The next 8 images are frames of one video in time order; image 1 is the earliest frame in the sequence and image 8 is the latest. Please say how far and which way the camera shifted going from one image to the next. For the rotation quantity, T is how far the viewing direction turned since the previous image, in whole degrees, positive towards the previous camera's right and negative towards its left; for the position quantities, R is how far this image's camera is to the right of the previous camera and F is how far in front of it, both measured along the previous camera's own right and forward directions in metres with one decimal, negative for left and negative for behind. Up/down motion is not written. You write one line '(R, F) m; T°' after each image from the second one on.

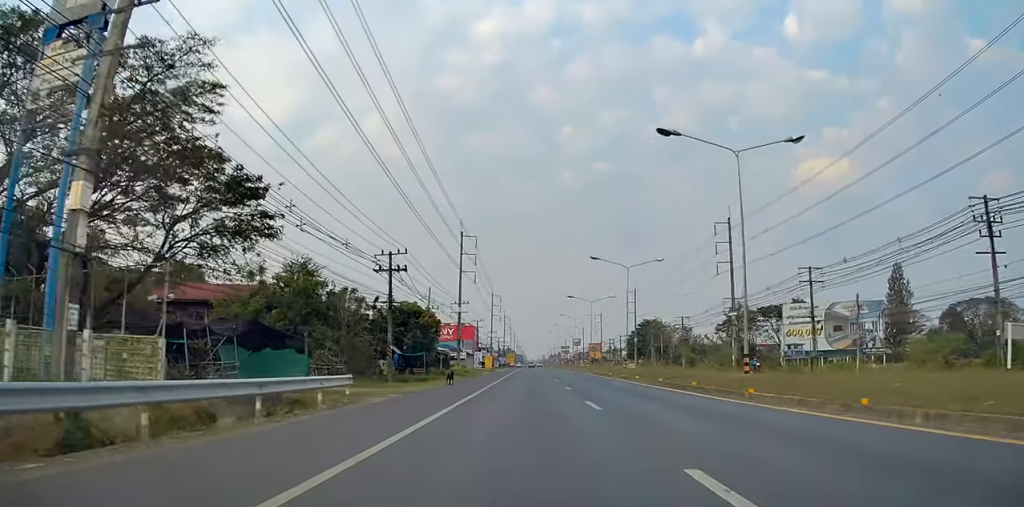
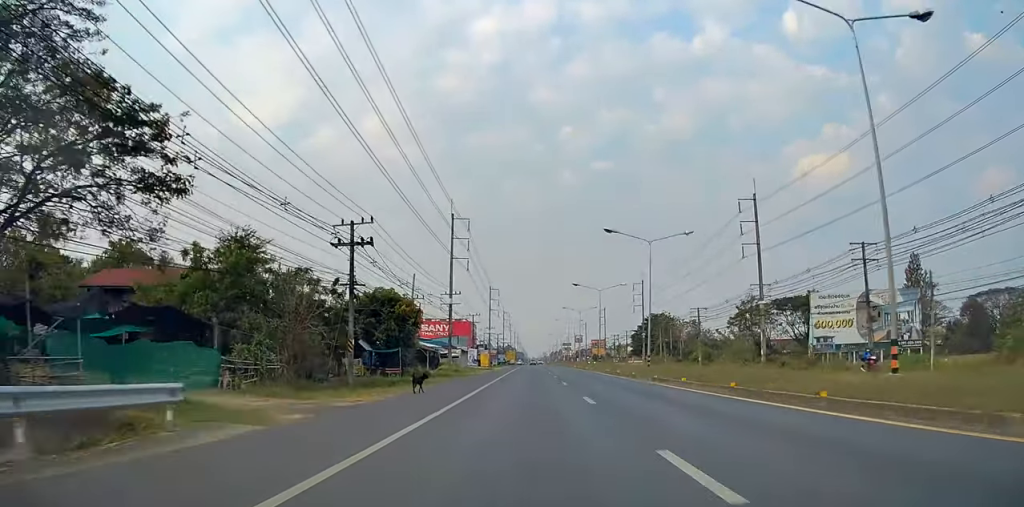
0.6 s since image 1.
(0.0, +10.3) m; 0°
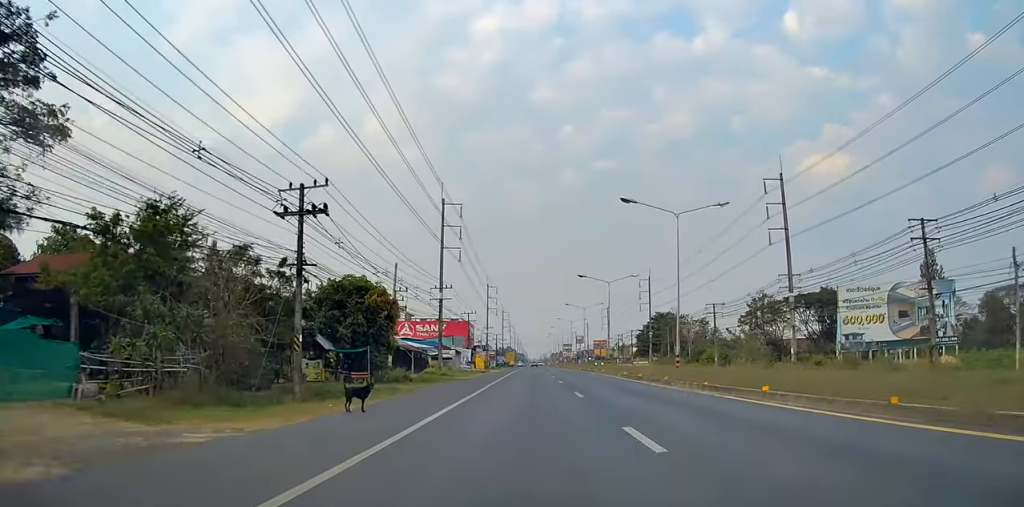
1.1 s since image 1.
(0.0, +8.9) m; 0°
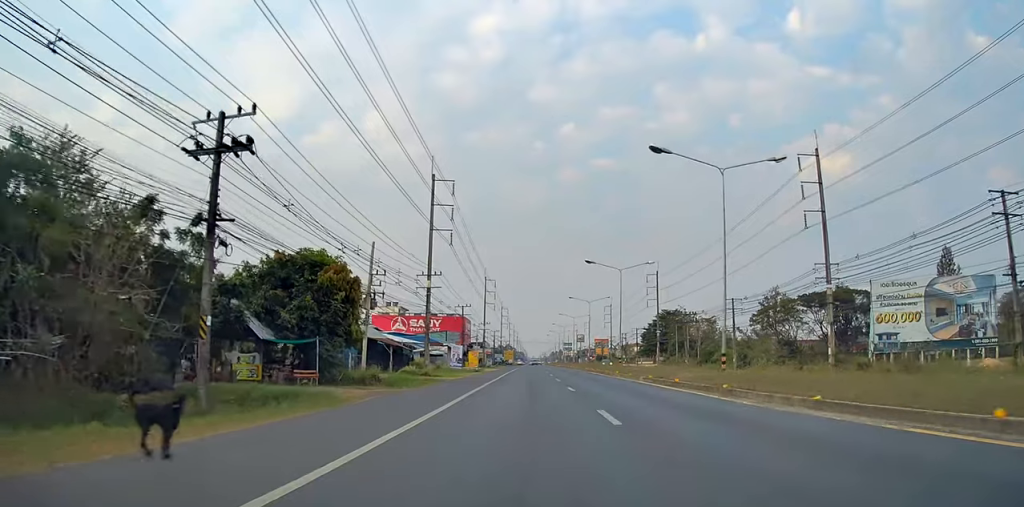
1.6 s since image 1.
(0.0, +8.9) m; 0°
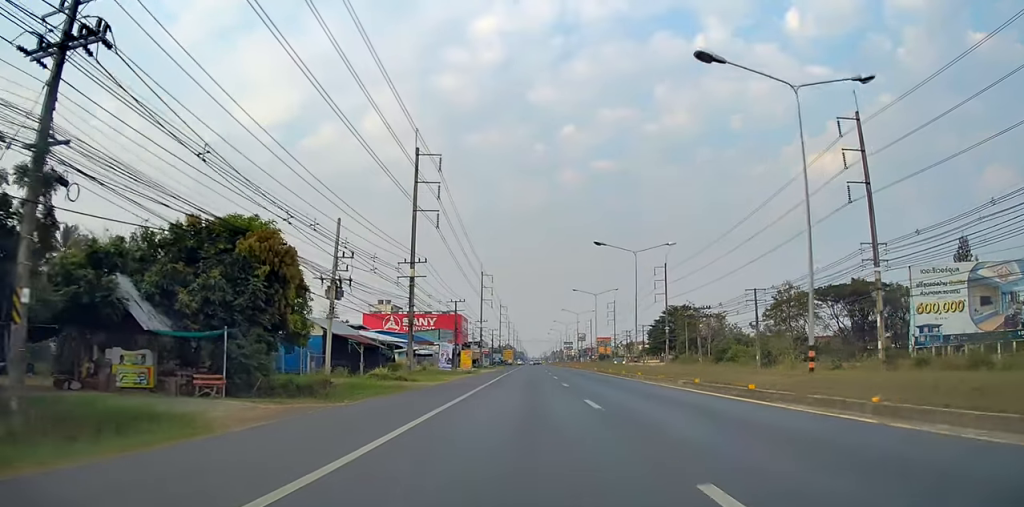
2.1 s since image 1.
(0.0, +8.9) m; 0°
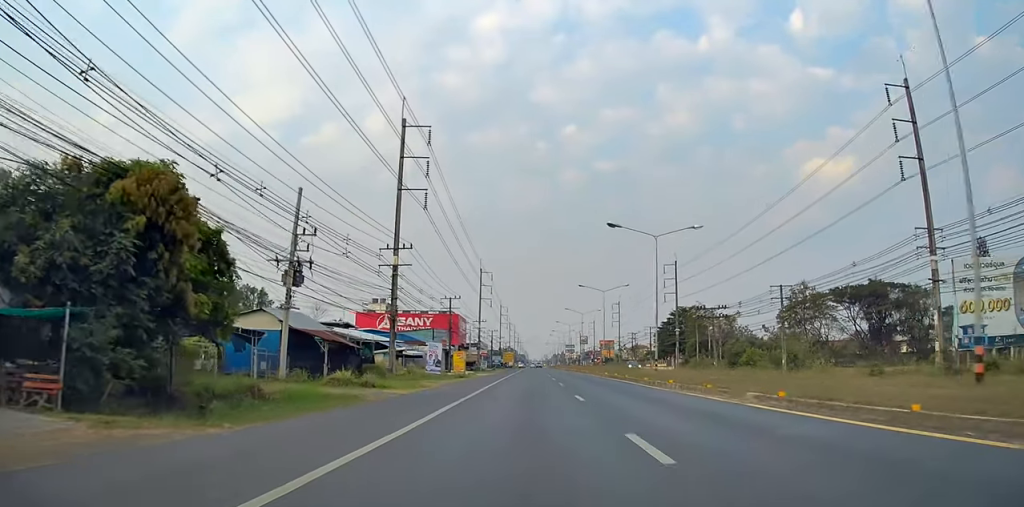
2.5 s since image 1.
(0.0, +7.7) m; 0°
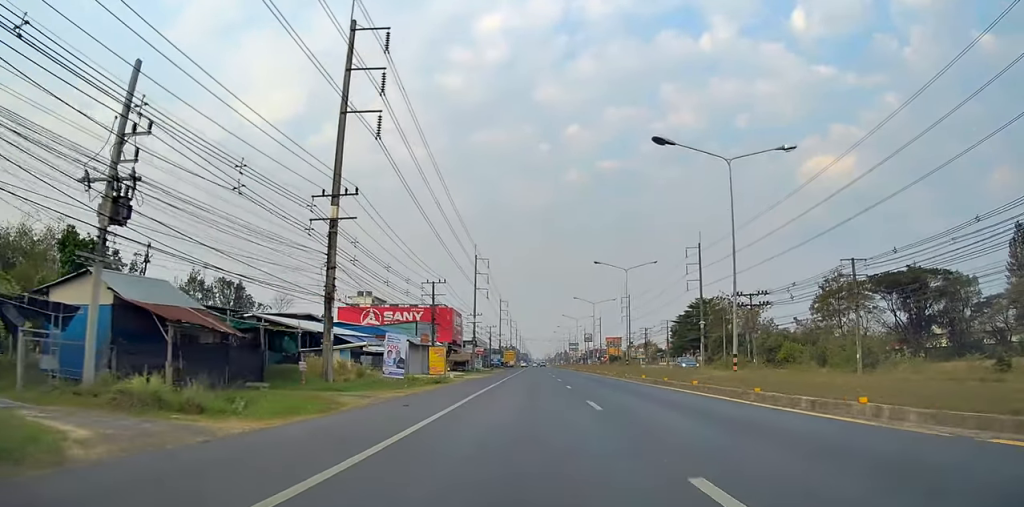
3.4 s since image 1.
(0.0, +16.0) m; 0°
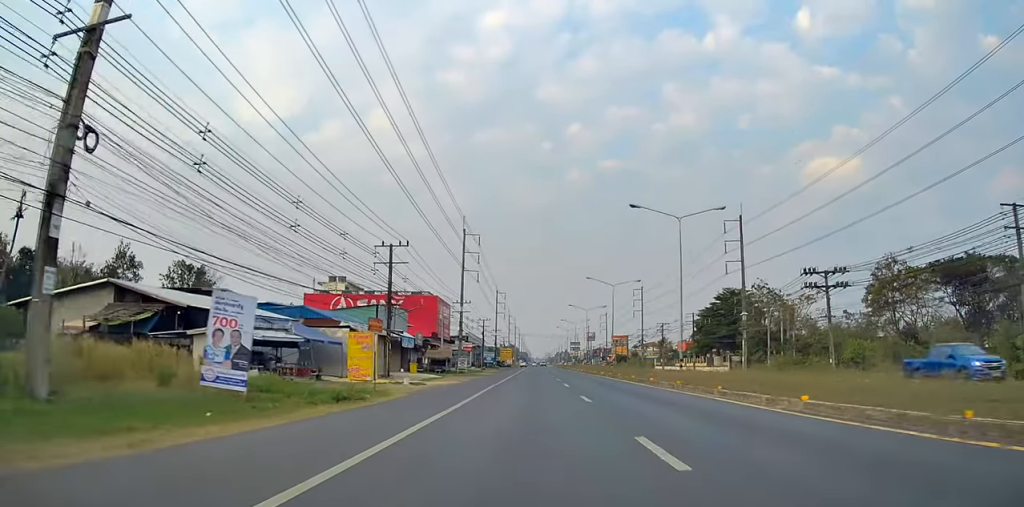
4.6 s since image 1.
(0.0, +21.0) m; +1°
